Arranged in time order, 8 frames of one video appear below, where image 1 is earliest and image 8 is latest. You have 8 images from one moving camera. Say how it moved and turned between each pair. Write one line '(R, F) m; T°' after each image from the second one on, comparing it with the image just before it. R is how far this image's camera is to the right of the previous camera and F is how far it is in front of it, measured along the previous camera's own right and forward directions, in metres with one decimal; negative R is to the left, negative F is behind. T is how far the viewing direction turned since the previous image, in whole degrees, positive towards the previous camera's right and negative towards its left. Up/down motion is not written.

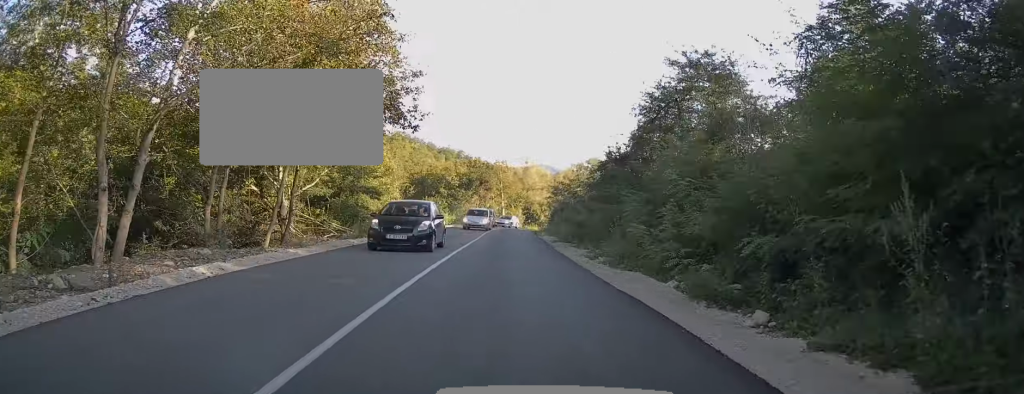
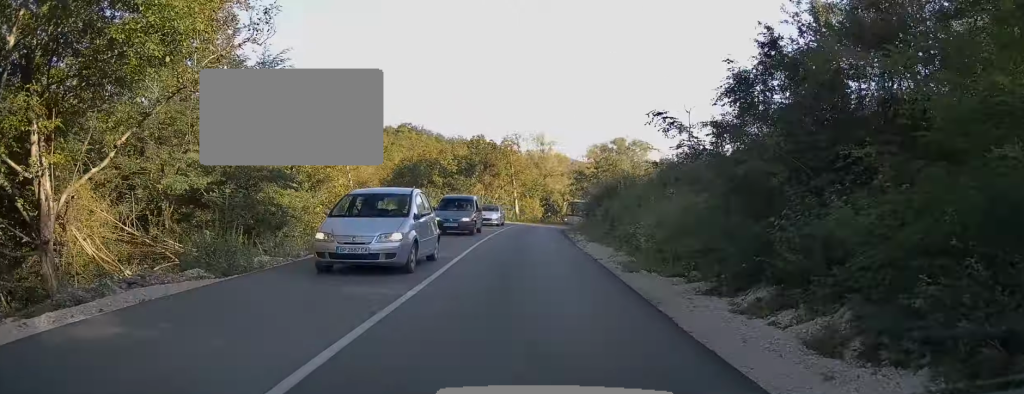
(-0.8, +18.5) m; -2°
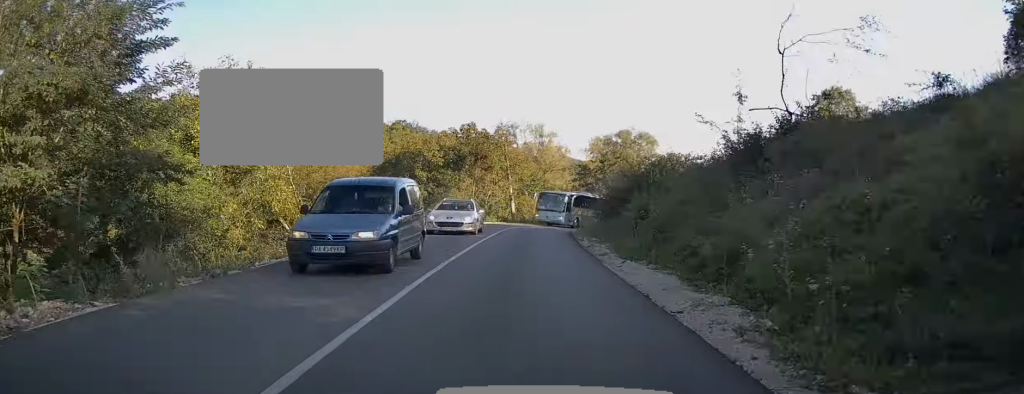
(0.0, +8.7) m; 0°
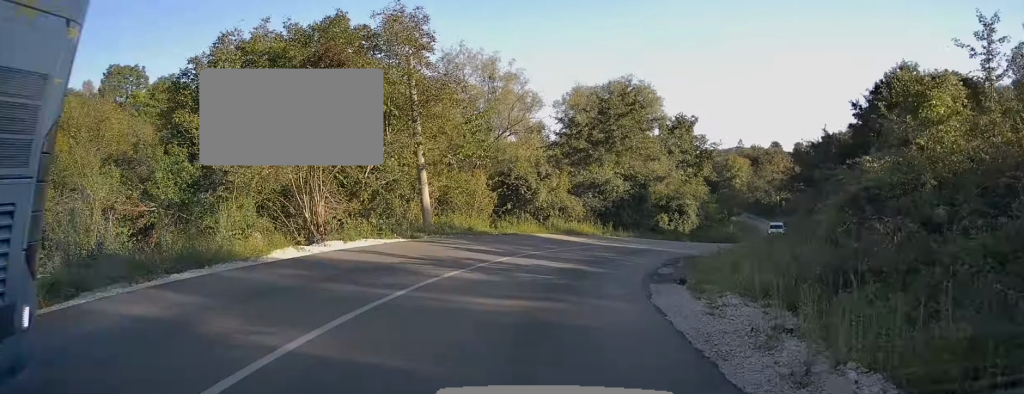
(+0.7, +33.9) m; +7°
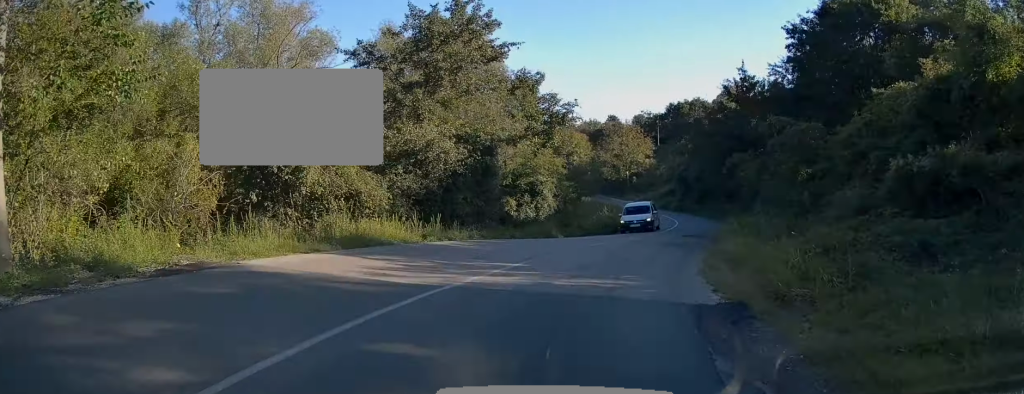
(+1.8, +15.9) m; +13°
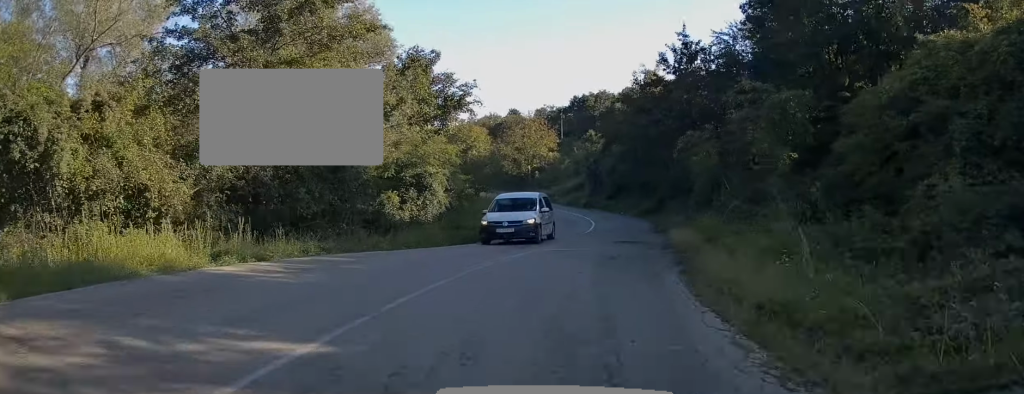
(+0.4, +7.3) m; +6°
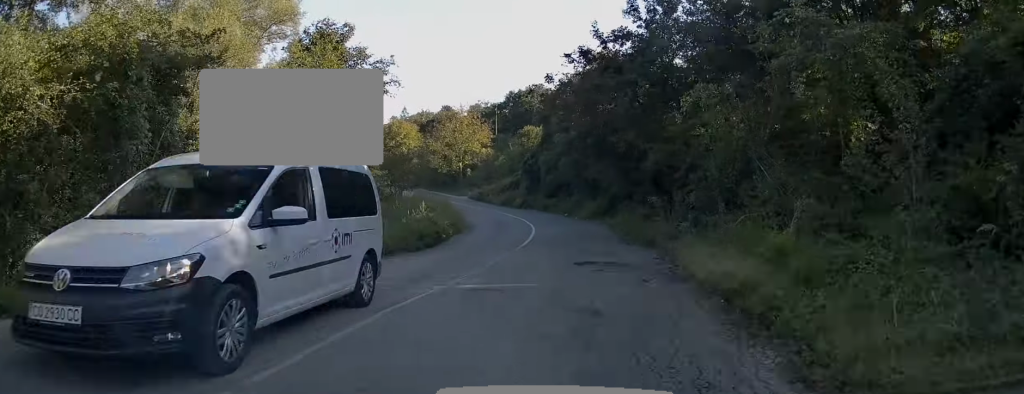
(+0.5, +7.9) m; +5°
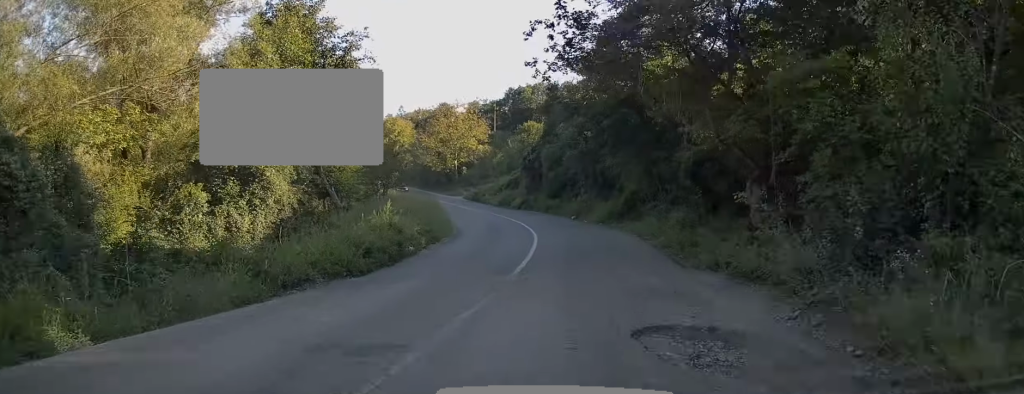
(+0.2, +6.8) m; +4°
